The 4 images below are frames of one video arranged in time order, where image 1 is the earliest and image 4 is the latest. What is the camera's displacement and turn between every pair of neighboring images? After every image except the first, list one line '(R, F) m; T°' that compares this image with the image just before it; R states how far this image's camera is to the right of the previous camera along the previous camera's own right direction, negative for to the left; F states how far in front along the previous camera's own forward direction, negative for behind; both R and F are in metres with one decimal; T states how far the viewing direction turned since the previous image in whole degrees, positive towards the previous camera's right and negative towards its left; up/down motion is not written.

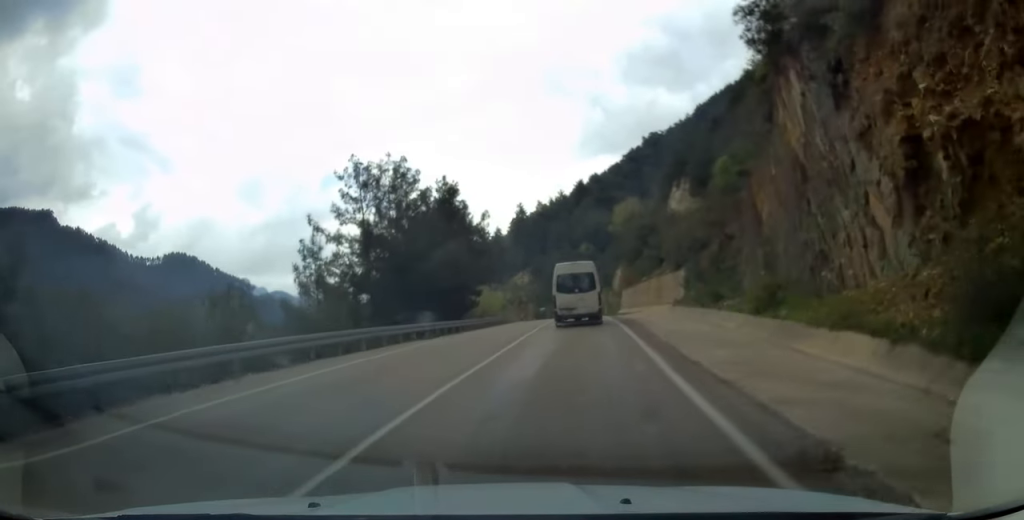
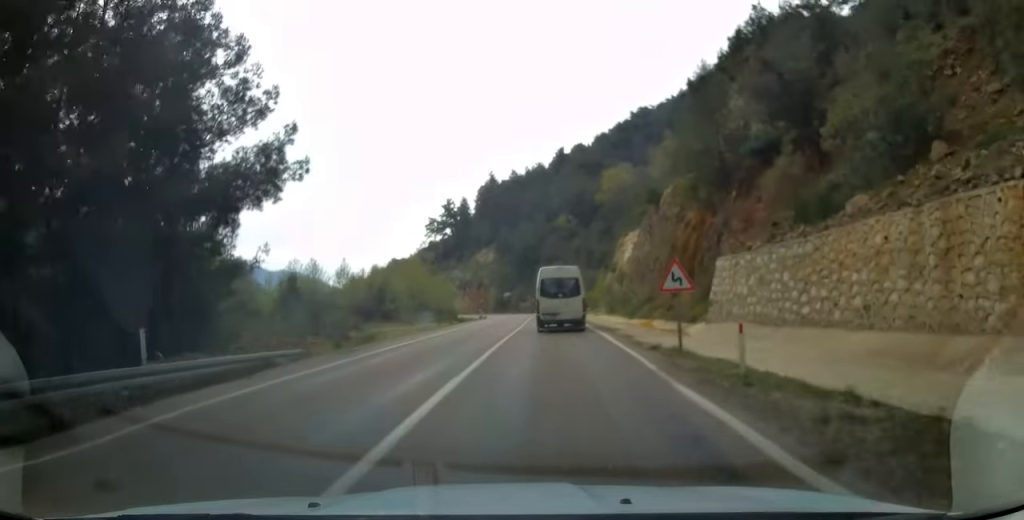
(+2.5, +47.0) m; +2°
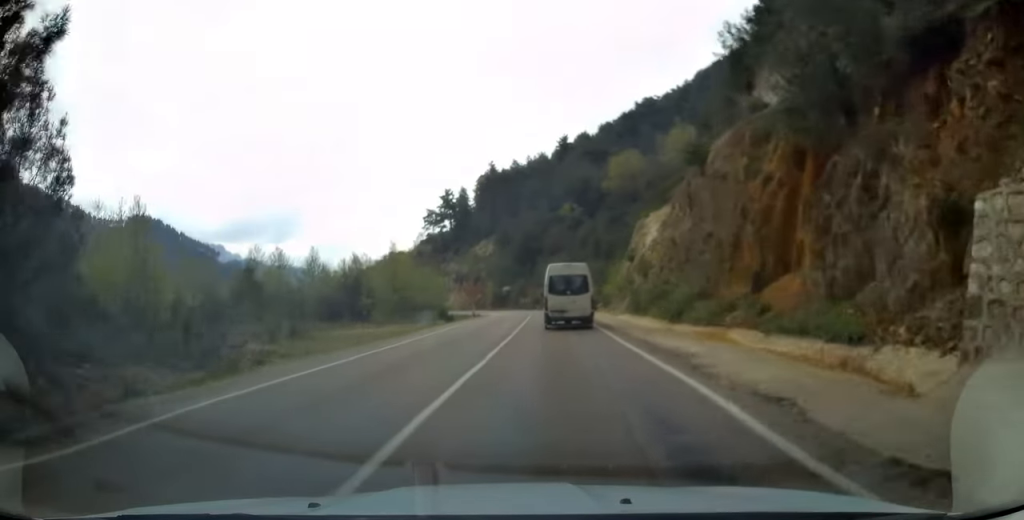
(-0.2, +12.5) m; -1°
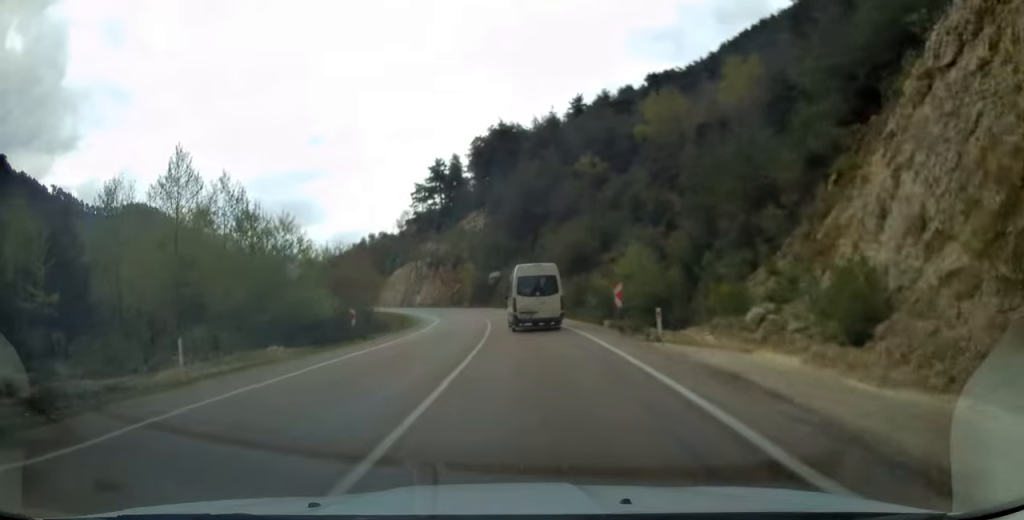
(0.0, +50.5) m; -2°
